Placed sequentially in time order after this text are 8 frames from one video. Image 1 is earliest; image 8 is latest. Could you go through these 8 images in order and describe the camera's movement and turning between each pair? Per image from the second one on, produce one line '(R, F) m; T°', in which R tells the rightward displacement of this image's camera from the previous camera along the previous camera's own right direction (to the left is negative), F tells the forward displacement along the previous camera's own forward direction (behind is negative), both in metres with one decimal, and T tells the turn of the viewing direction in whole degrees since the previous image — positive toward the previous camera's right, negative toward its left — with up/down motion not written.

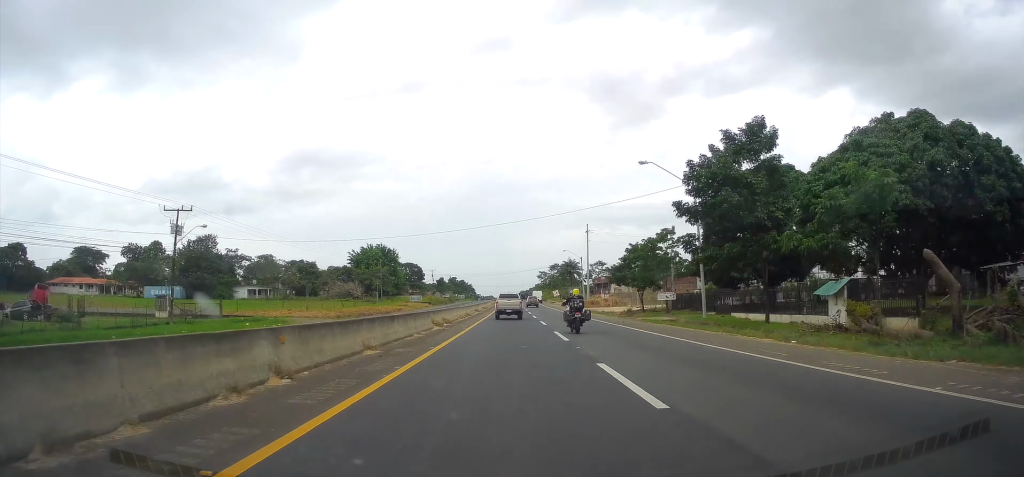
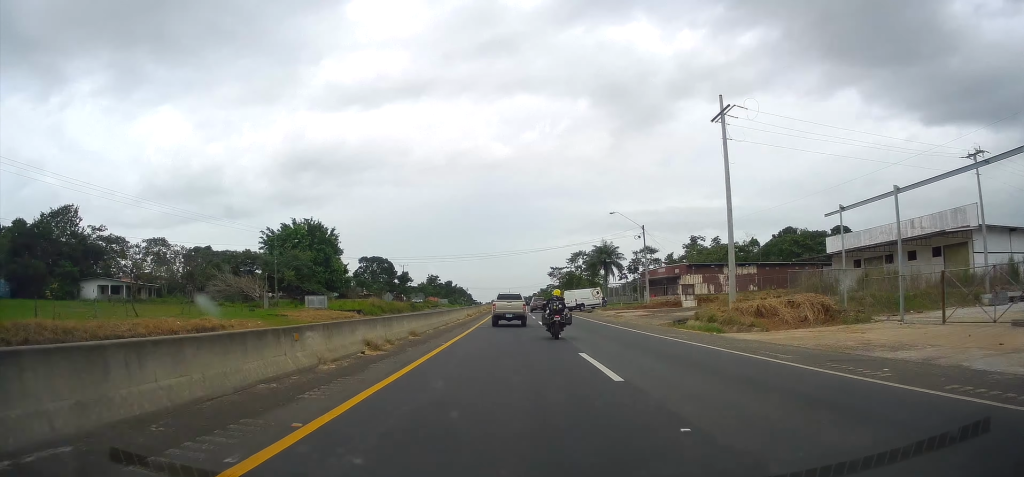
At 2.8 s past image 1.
(-0.5, +59.1) m; 0°
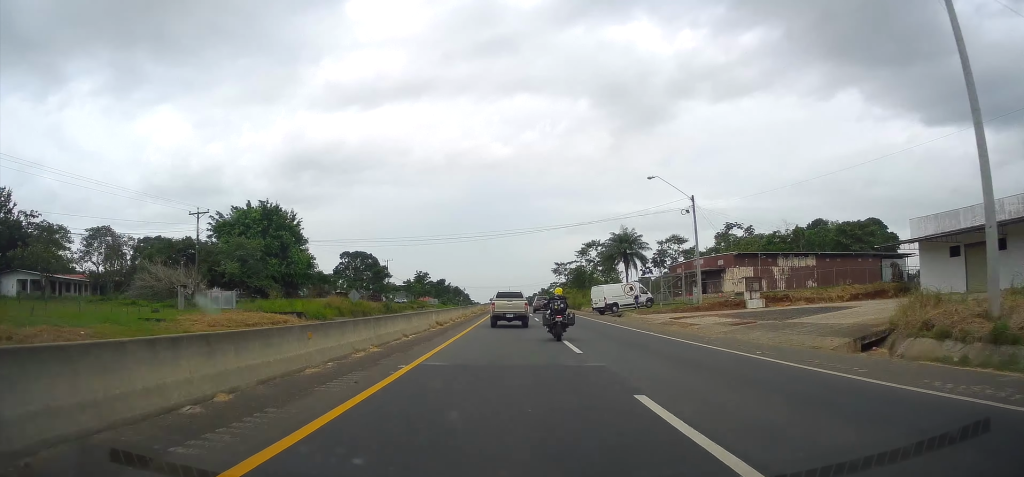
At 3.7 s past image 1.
(+0.1, +19.1) m; 0°
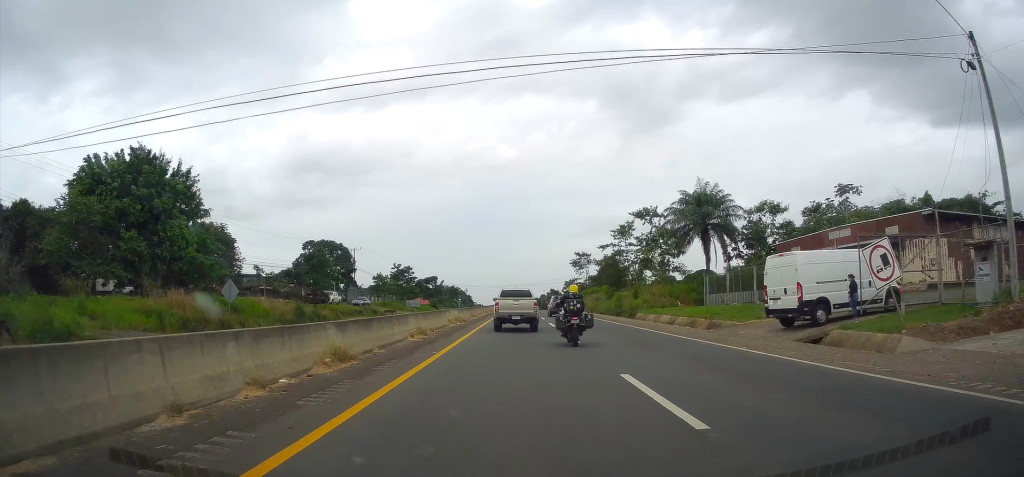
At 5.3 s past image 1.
(+0.1, +32.5) m; 0°
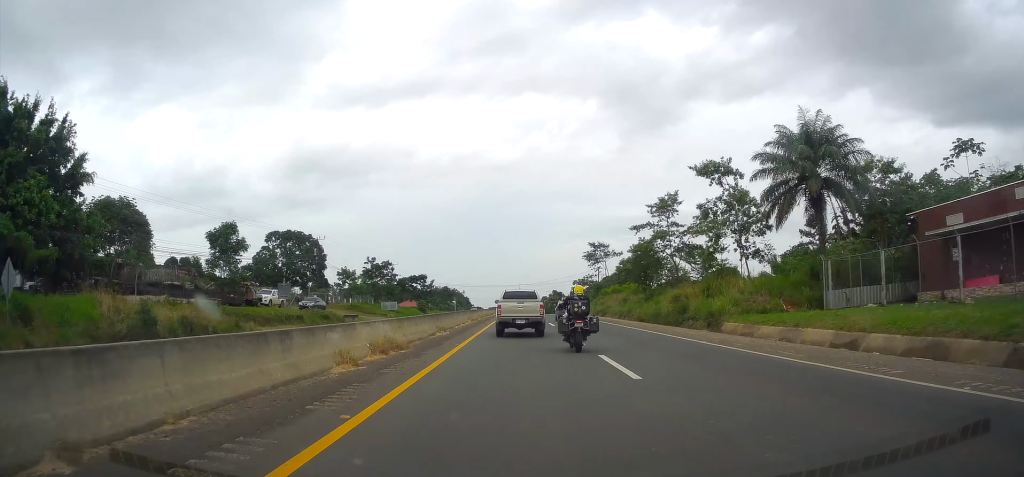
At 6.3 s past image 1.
(+0.1, +20.1) m; 0°
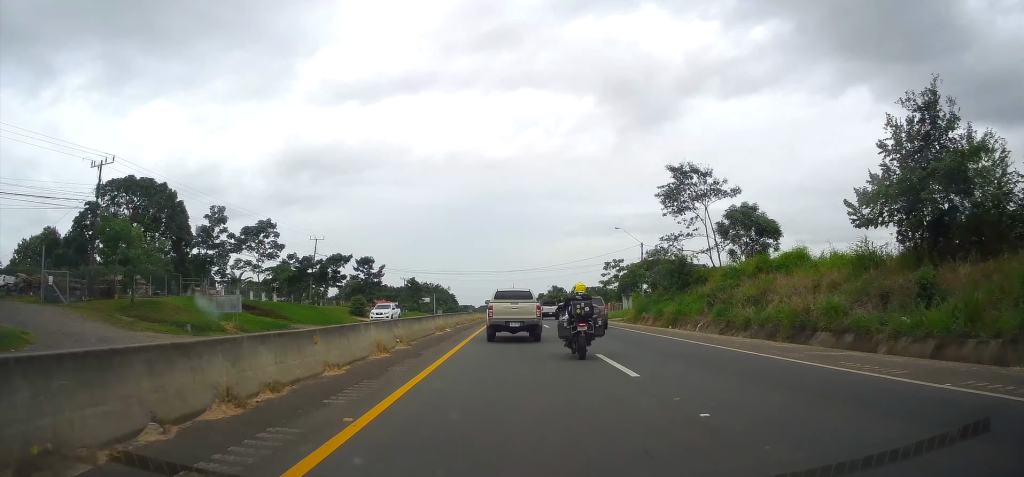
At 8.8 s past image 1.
(0.0, +48.4) m; -1°
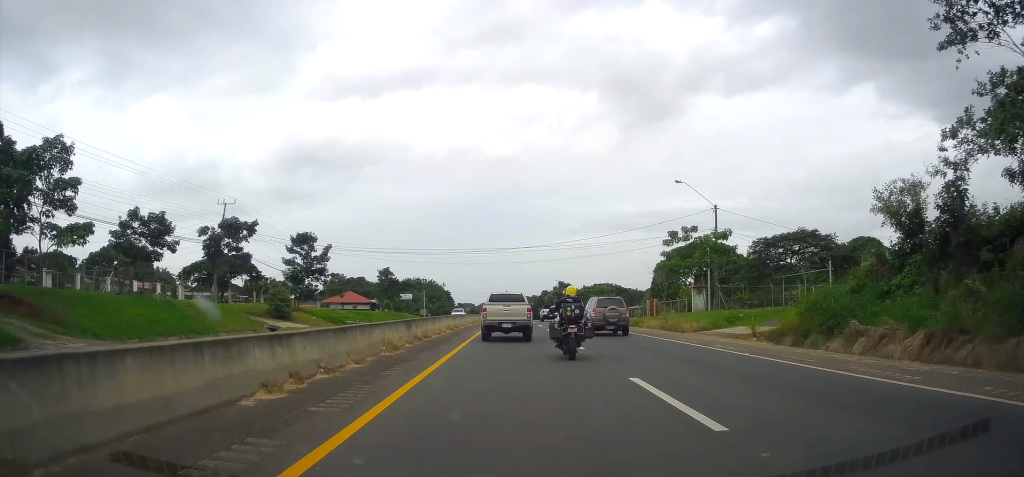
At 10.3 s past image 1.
(-0.2, +29.4) m; 0°
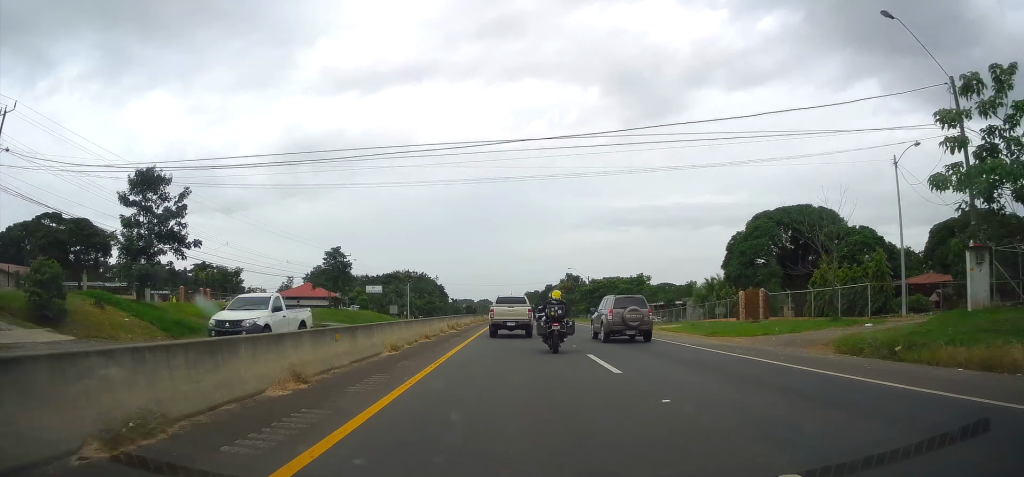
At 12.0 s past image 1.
(-0.1, +30.5) m; 0°
